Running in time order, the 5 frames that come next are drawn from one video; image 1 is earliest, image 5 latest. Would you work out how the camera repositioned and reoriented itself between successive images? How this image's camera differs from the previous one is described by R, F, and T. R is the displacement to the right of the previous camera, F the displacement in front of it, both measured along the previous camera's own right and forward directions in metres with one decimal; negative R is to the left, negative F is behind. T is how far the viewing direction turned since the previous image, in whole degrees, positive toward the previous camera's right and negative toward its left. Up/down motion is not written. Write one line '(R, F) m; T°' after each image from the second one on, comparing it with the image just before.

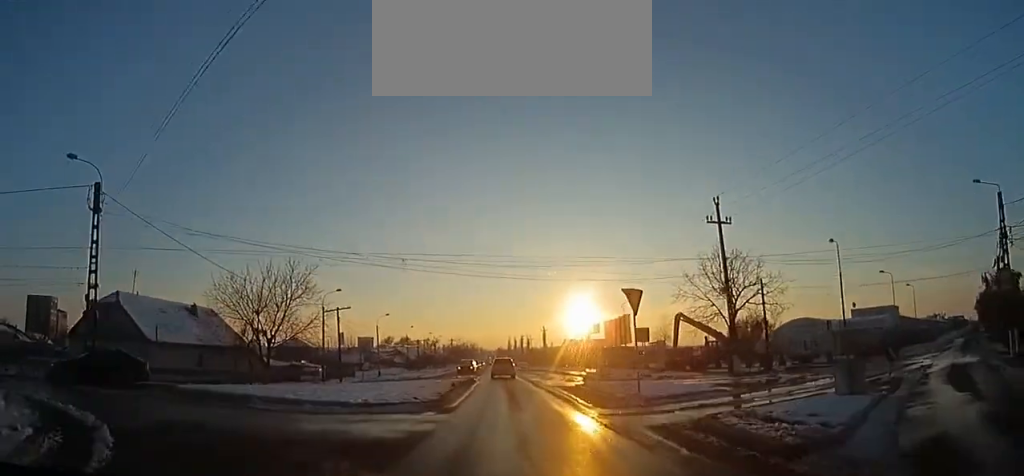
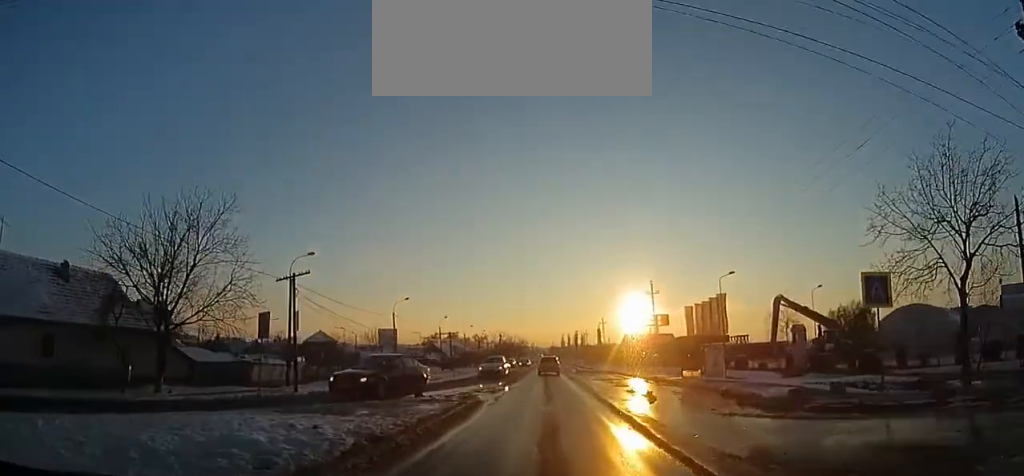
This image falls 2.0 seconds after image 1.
(-0.8, +17.3) m; -3°
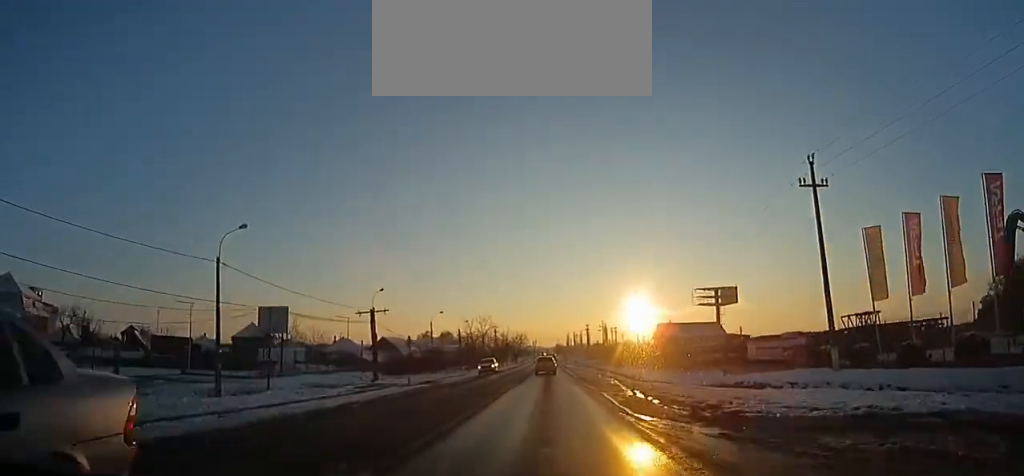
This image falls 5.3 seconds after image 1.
(+0.1, +35.2) m; 0°
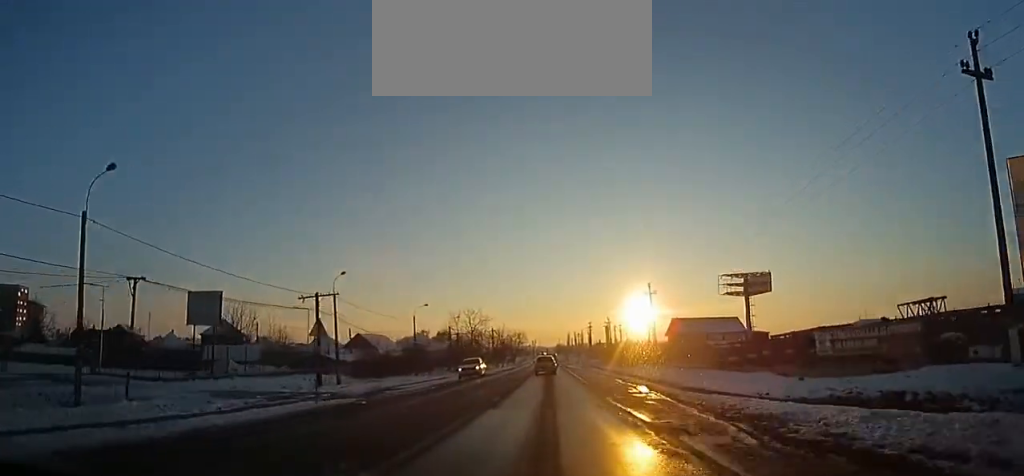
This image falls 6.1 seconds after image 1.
(0.0, +10.2) m; -1°
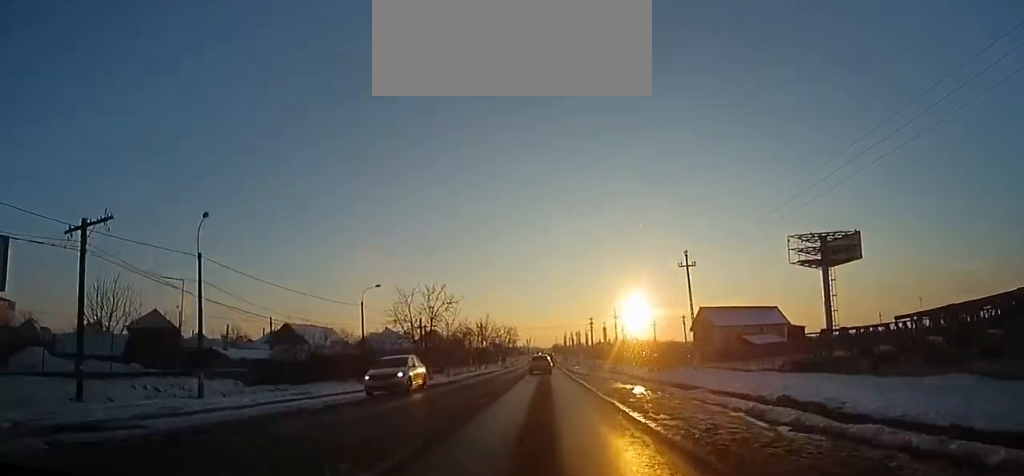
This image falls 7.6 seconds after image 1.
(-0.3, +18.3) m; -1°
